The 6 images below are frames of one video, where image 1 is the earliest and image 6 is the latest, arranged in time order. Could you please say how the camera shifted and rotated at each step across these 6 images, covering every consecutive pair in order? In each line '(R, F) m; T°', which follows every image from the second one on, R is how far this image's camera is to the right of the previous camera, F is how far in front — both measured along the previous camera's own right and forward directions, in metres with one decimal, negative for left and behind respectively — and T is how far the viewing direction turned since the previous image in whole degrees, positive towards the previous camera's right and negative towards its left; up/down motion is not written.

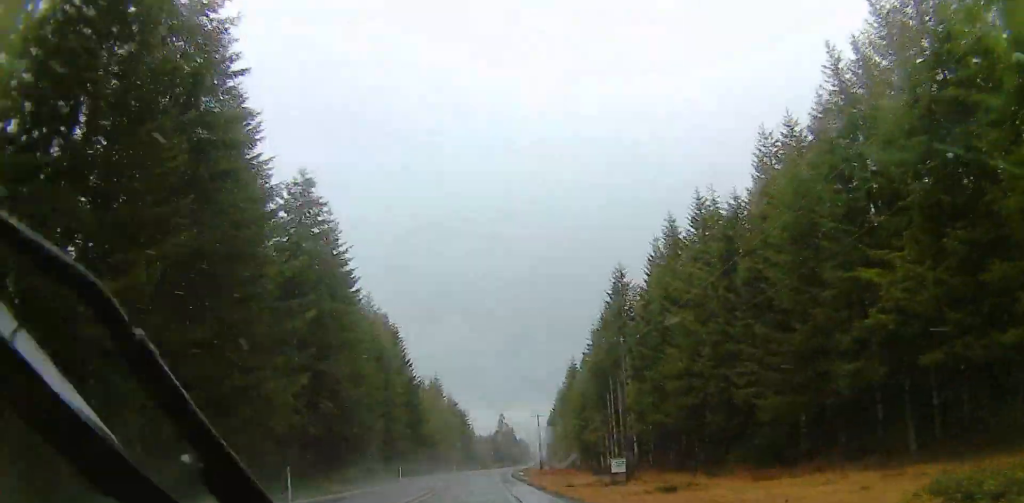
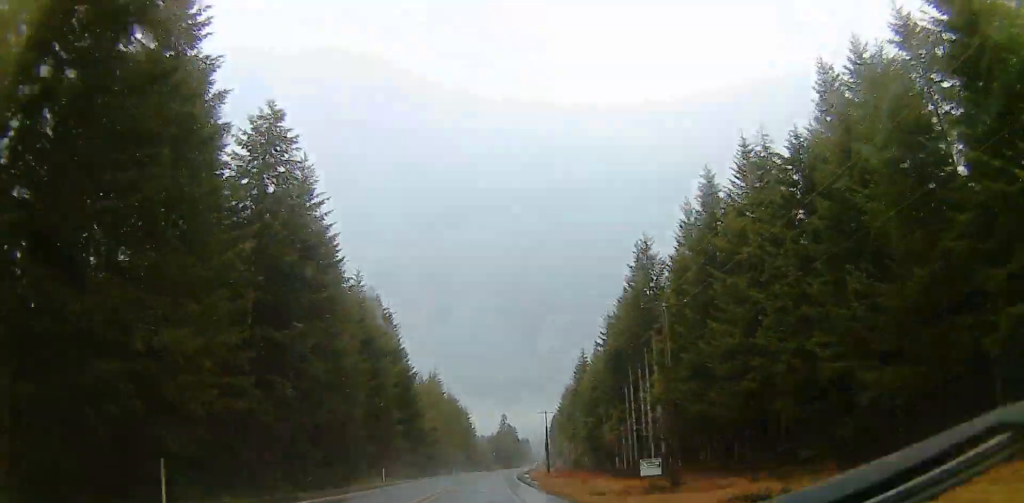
(+0.2, +12.3) m; -2°
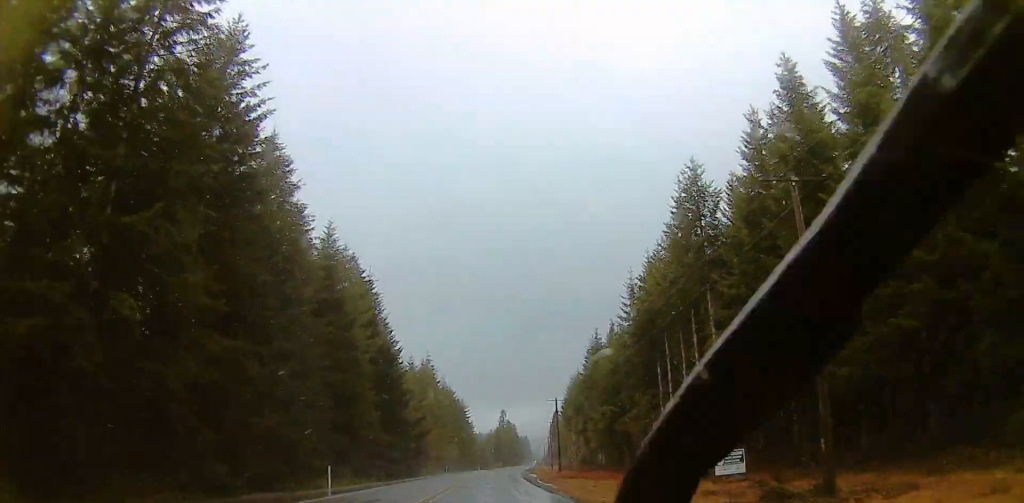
(-0.8, +19.2) m; 0°
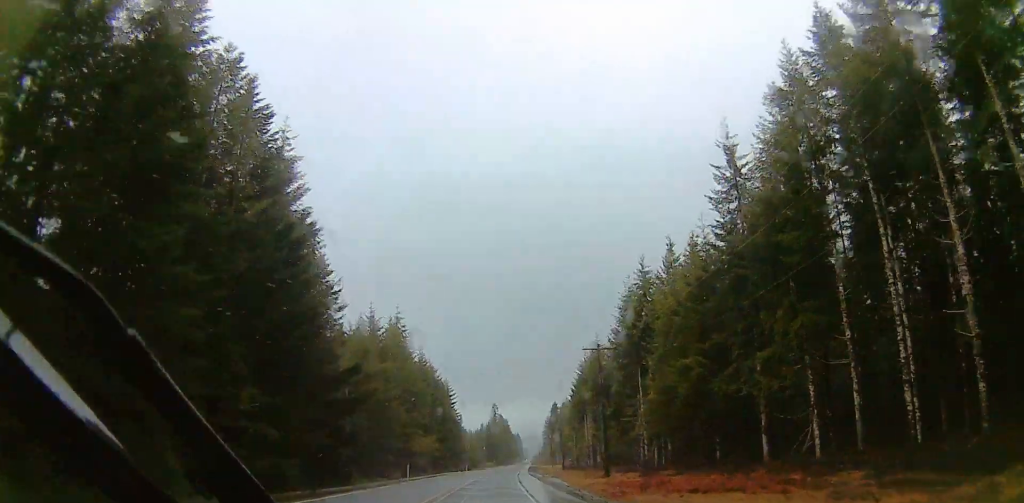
(+1.3, +43.5) m; +3°
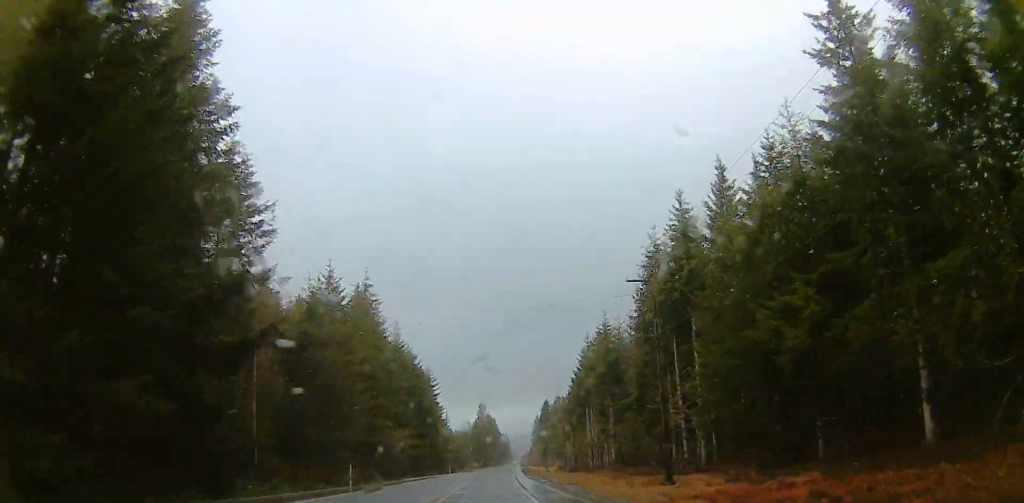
(0.0, +21.8) m; 0°
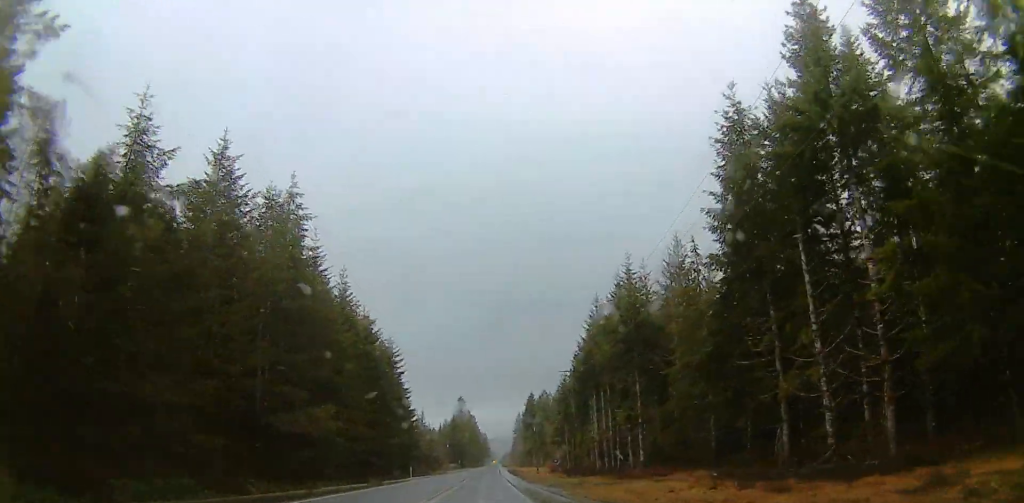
(+0.1, +32.3) m; +1°
